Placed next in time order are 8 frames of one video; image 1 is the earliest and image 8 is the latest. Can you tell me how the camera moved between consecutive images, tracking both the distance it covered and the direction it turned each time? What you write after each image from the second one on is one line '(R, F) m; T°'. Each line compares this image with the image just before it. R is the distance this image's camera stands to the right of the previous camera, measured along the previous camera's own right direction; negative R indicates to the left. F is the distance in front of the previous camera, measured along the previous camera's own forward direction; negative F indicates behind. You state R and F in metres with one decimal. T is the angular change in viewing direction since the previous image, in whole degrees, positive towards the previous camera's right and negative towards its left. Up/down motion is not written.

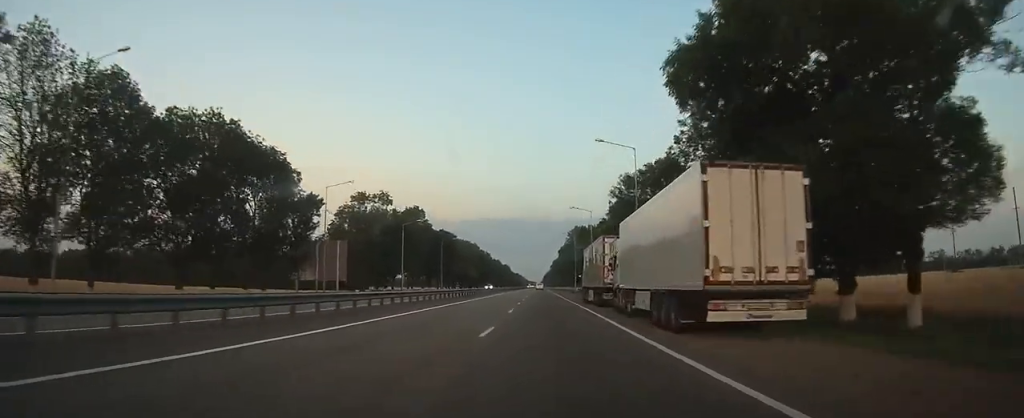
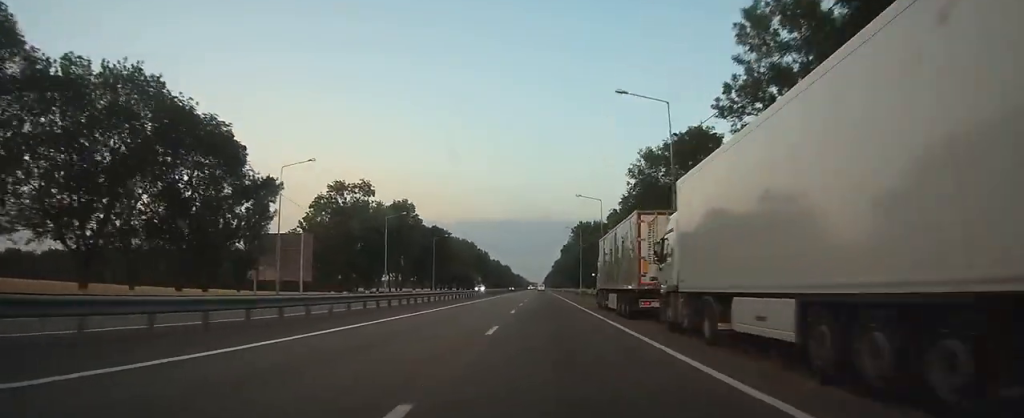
(0.0, +10.8) m; 0°
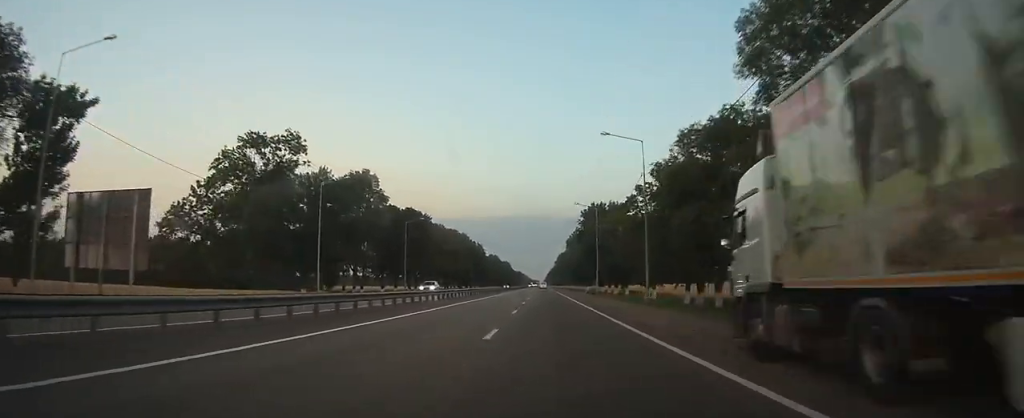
(-0.1, +25.7) m; 0°
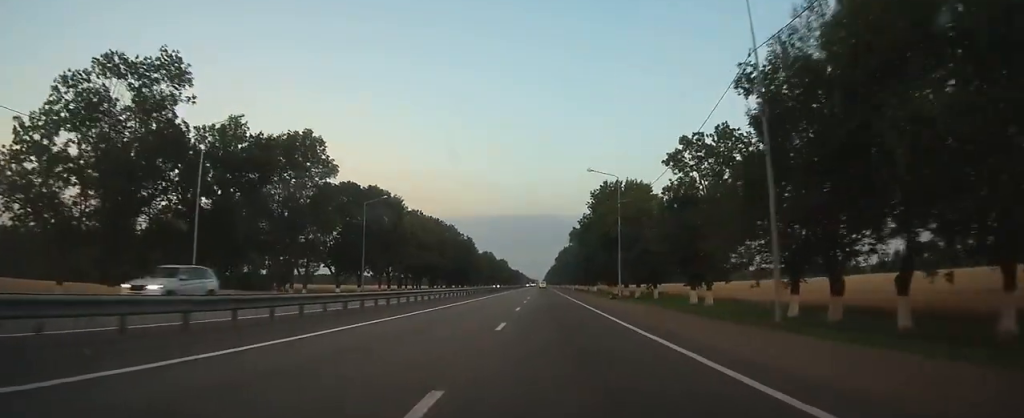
(0.0, +21.5) m; 0°
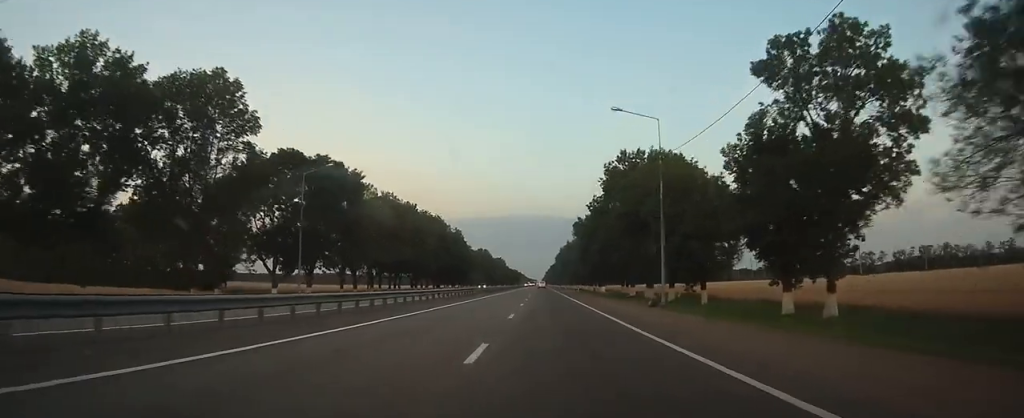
(+0.1, +19.0) m; 0°
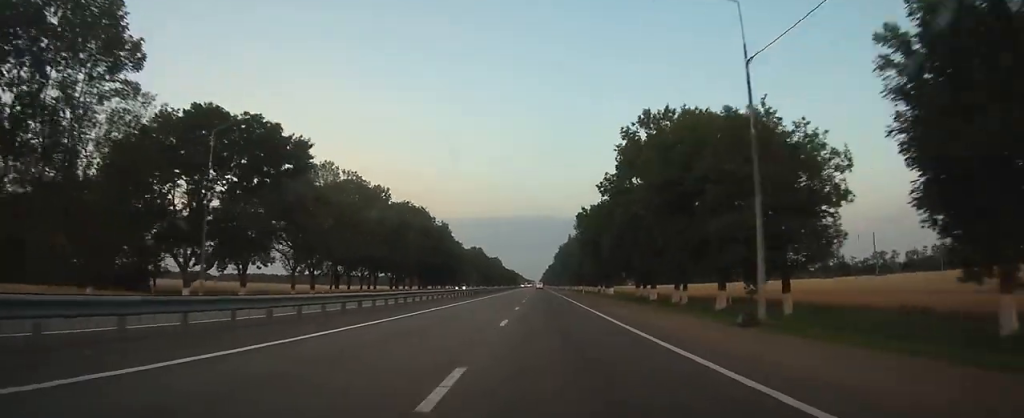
(0.0, +15.6) m; 0°
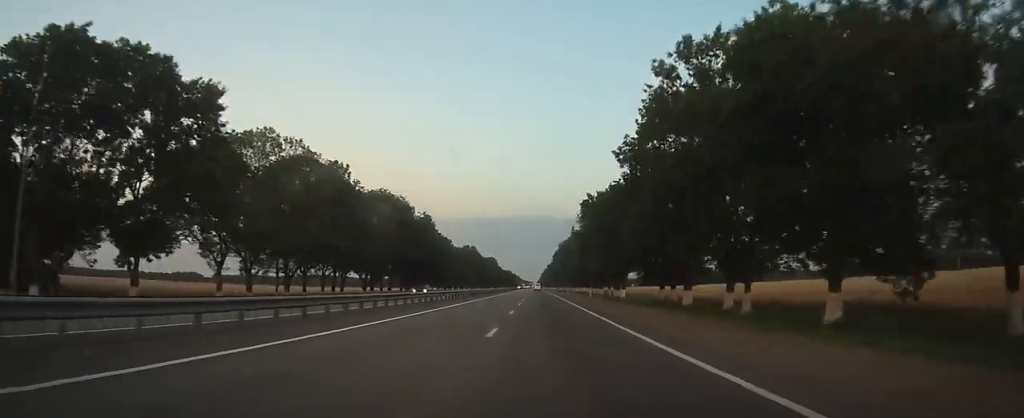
(0.0, +15.5) m; 0°
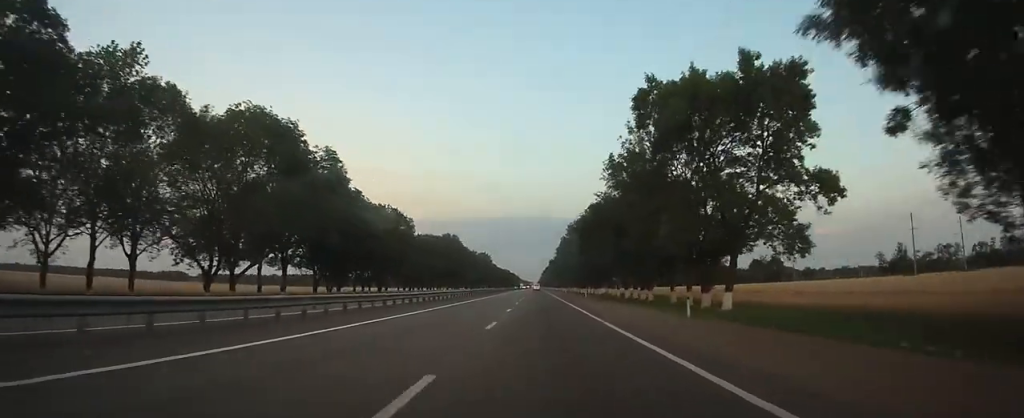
(0.0, +45.4) m; 0°
